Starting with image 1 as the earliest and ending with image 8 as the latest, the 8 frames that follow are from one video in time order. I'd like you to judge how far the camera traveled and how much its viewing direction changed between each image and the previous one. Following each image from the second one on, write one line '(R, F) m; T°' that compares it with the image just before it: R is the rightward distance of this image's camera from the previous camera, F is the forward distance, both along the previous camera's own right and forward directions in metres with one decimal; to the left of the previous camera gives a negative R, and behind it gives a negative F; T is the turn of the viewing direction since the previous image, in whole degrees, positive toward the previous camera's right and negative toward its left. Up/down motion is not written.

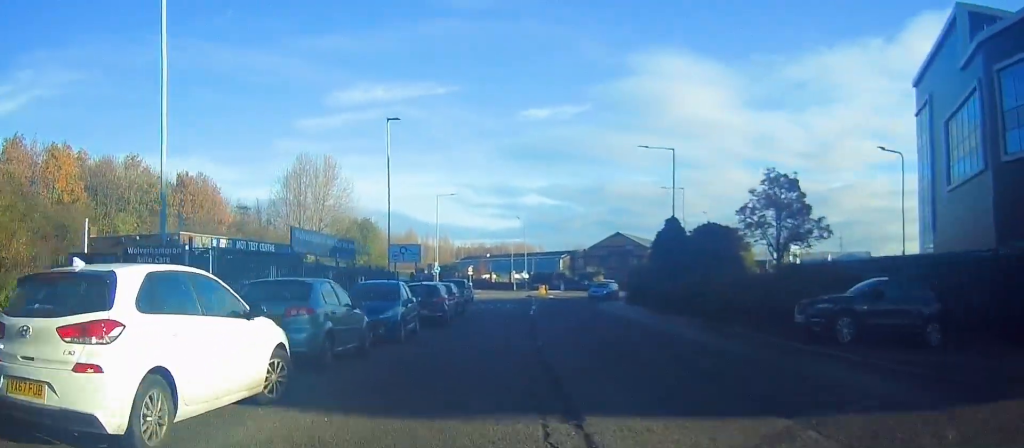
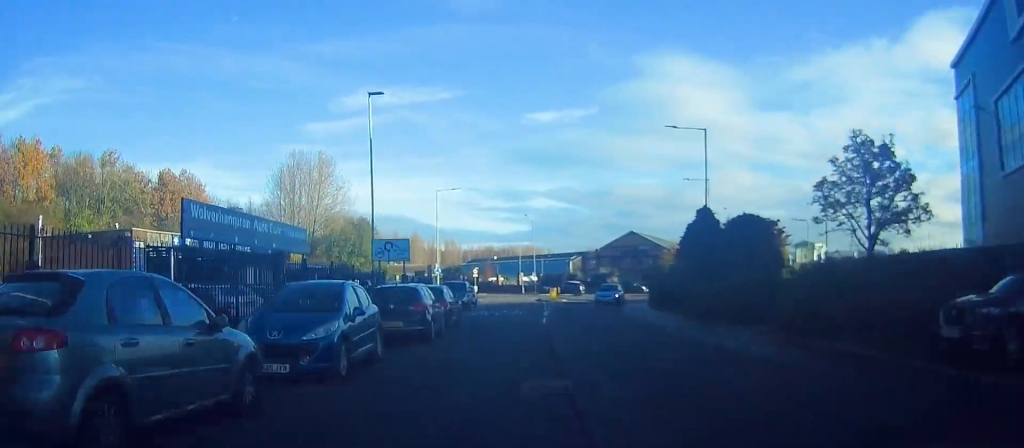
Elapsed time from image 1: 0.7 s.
(-0.3, +6.2) m; 0°
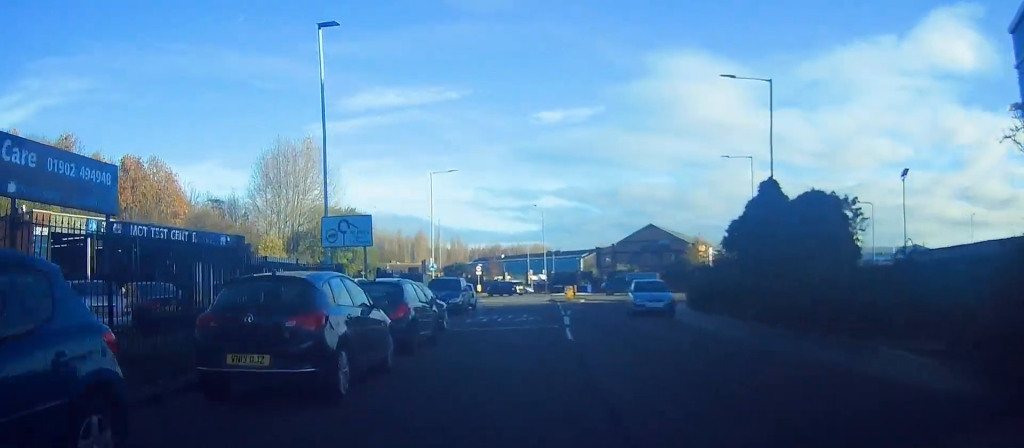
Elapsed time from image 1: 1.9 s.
(+0.3, +9.3) m; +2°
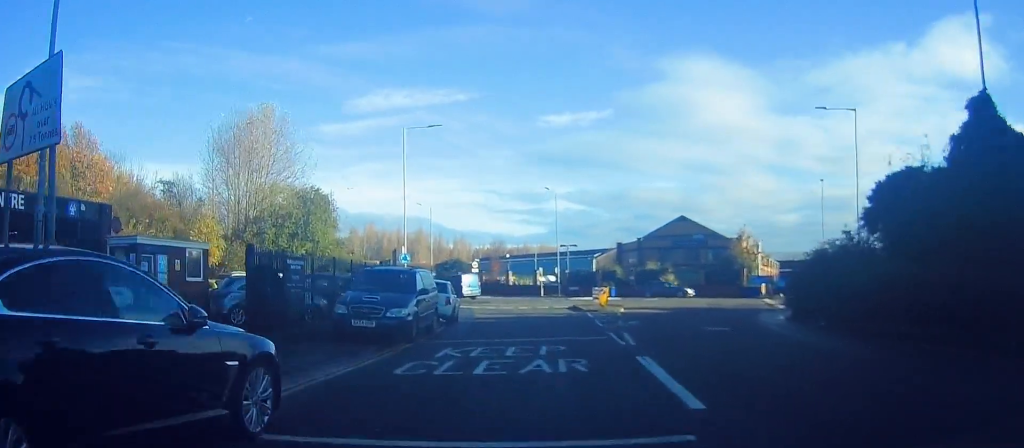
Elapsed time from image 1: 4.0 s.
(-0.7, +15.9) m; -4°
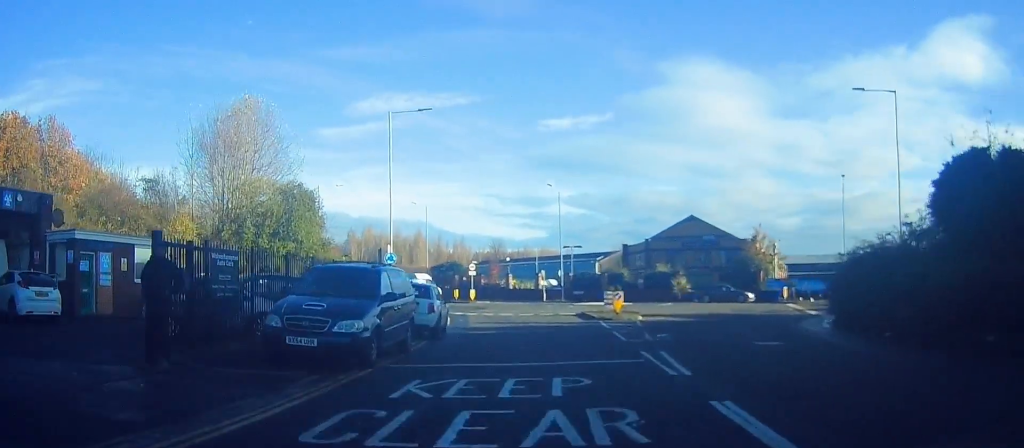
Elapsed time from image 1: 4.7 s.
(0.0, +4.4) m; +1°
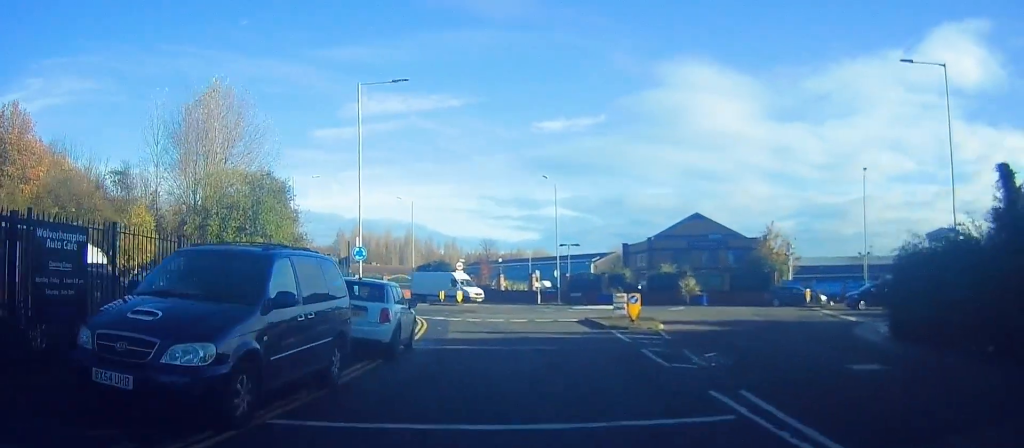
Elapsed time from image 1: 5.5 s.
(+0.1, +5.2) m; +2°
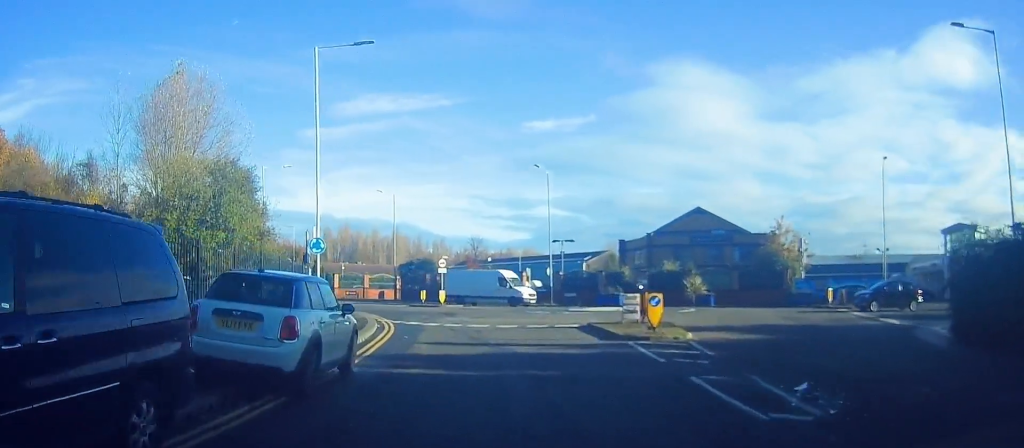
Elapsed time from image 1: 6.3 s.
(+0.1, +4.8) m; 0°
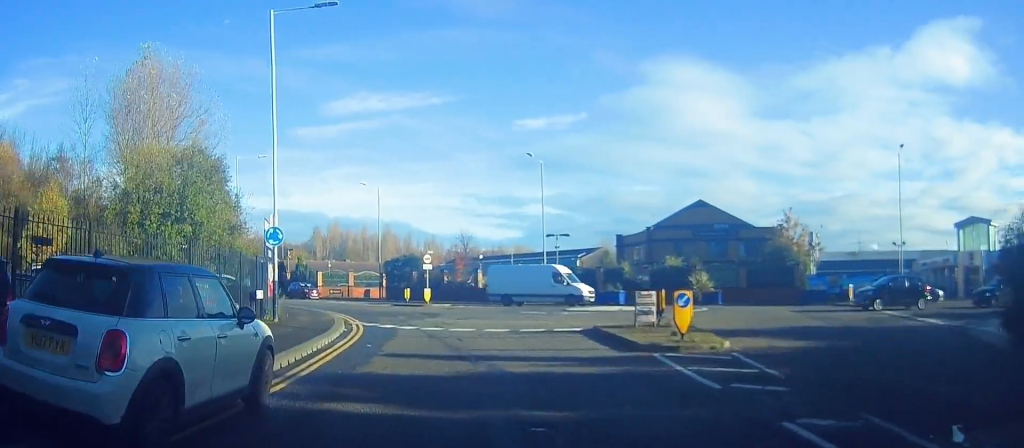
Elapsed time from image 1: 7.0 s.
(0.0, +3.8) m; -1°
